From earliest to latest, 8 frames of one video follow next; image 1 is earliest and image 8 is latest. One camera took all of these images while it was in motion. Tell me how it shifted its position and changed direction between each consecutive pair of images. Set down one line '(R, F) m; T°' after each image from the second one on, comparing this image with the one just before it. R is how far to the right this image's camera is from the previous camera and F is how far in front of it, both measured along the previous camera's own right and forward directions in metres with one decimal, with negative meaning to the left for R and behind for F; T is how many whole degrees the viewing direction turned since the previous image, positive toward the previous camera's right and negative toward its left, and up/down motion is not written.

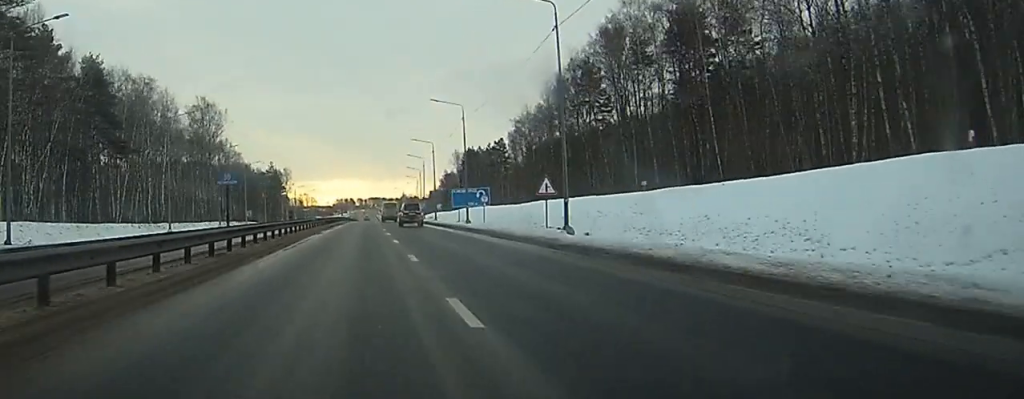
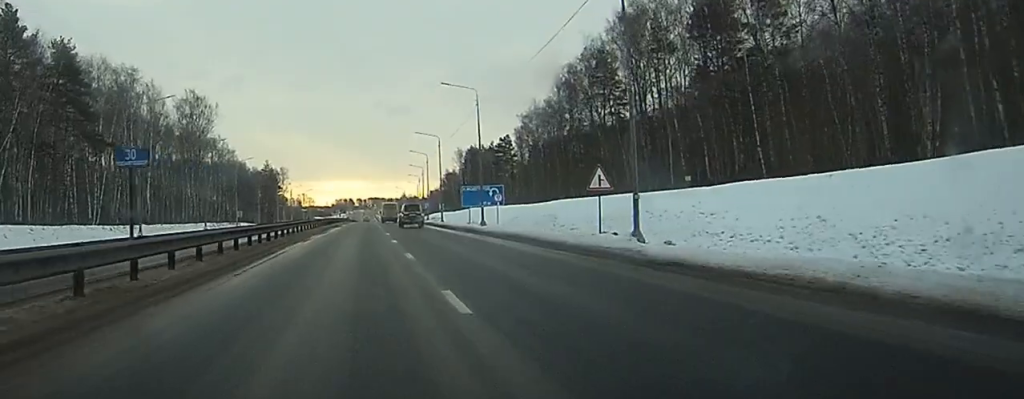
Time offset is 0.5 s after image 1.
(0.0, +11.0) m; 0°
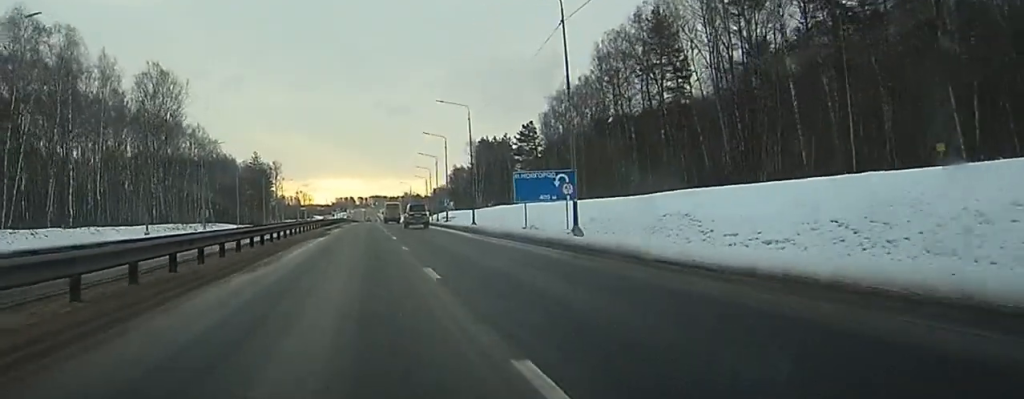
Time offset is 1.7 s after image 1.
(0.0, +30.1) m; 0°
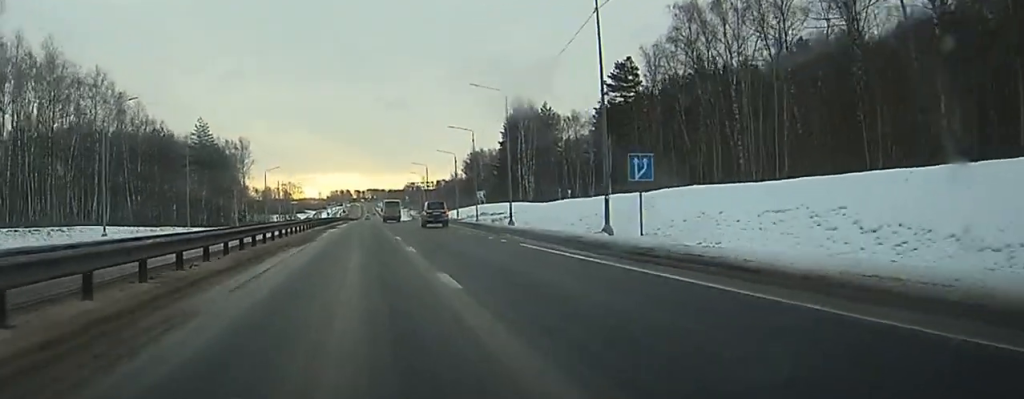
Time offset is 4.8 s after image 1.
(-0.1, +74.3) m; 0°
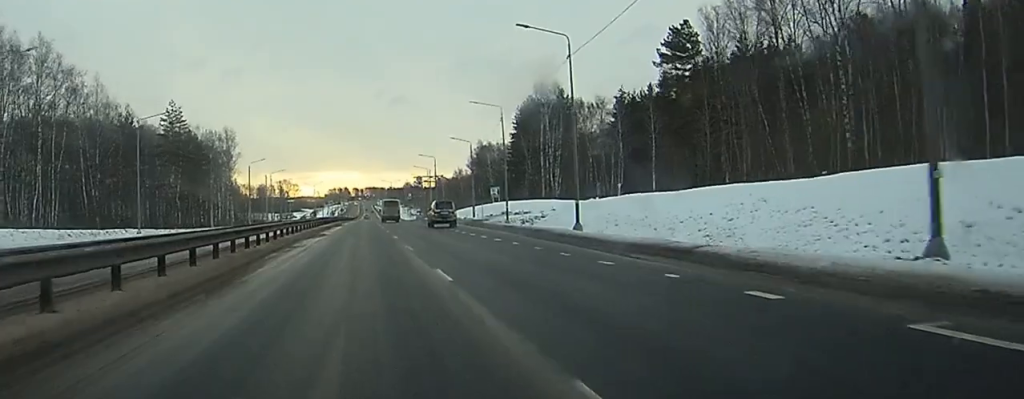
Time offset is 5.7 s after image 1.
(0.0, +22.6) m; 0°
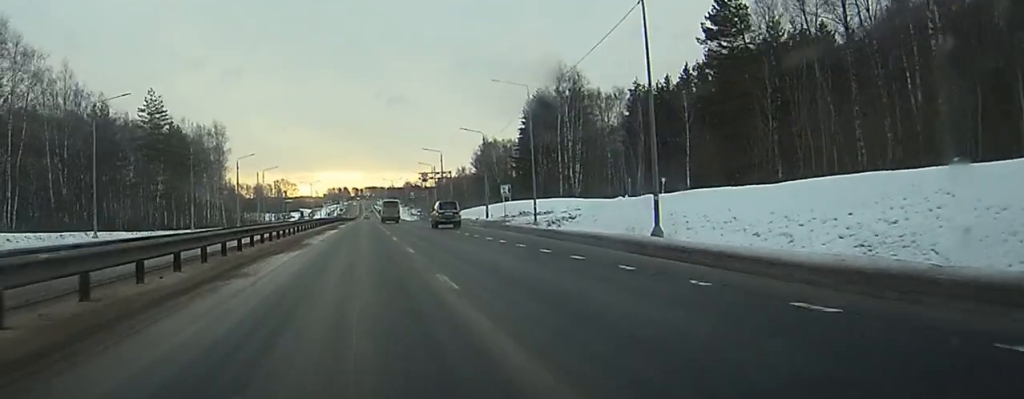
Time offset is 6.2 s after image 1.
(0.0, +13.4) m; 0°
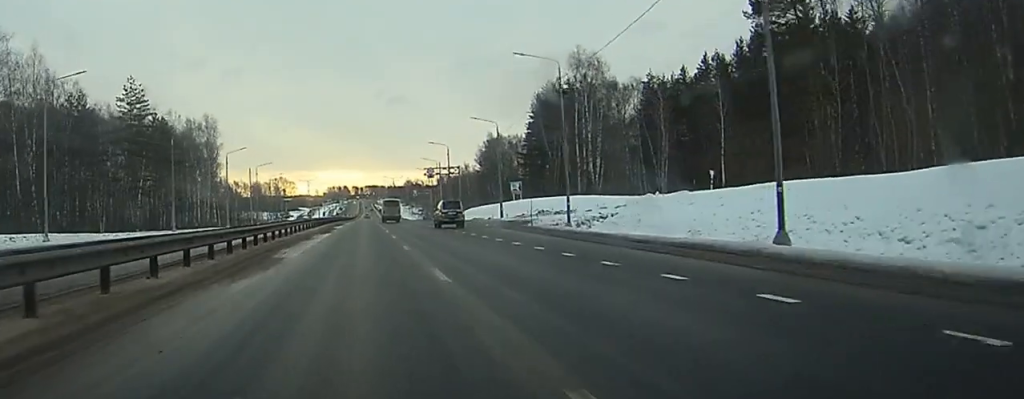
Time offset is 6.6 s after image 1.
(0.0, +10.9) m; 0°
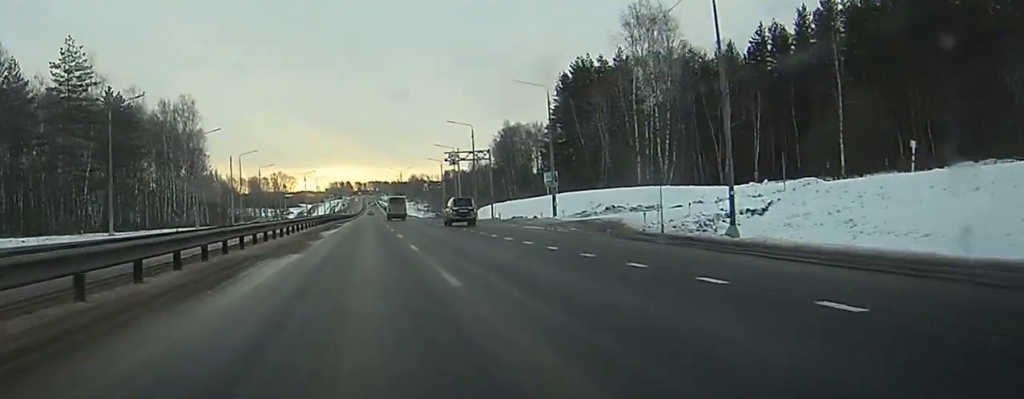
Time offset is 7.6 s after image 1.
(0.0, +24.9) m; 0°
